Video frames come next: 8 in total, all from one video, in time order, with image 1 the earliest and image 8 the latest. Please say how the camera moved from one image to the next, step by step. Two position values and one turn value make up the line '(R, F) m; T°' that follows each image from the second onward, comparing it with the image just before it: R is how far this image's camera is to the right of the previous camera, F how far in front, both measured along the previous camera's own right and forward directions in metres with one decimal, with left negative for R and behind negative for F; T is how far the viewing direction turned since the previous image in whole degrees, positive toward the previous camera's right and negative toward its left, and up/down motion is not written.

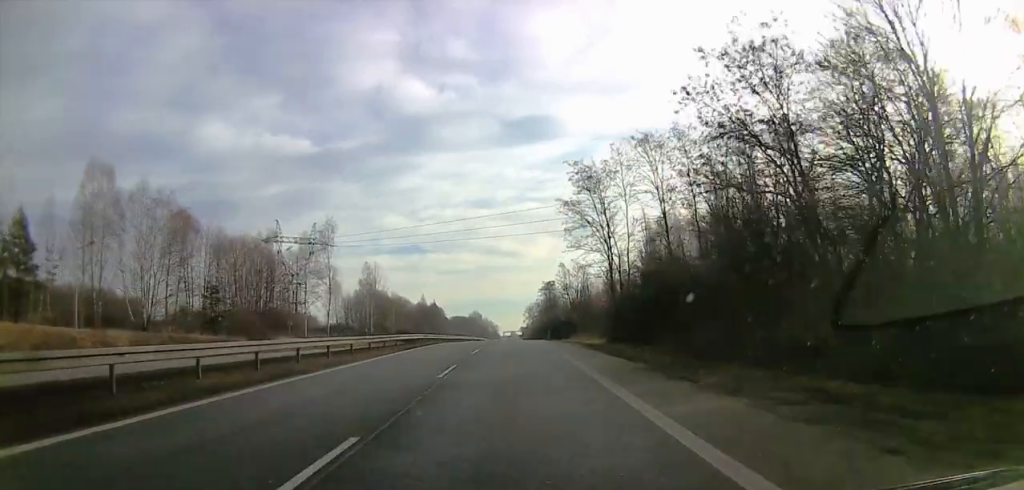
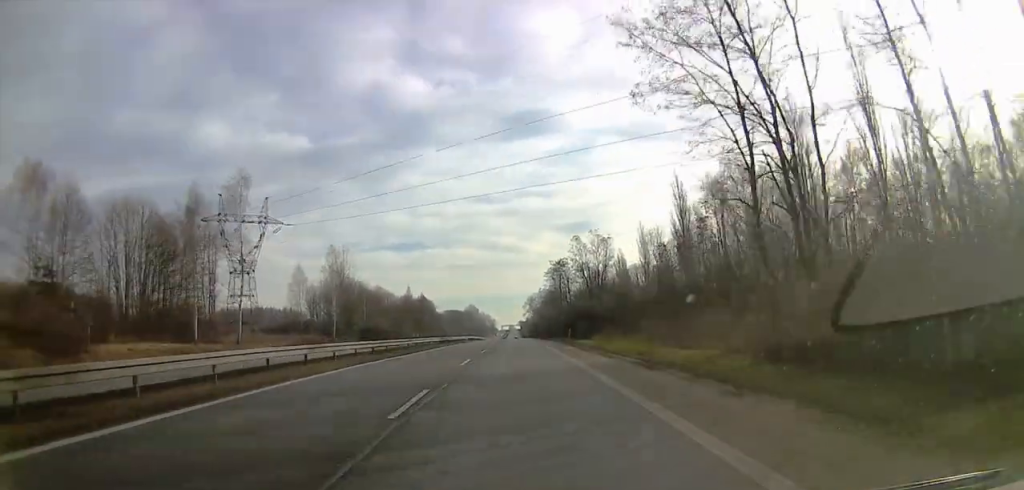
(0.0, +28.0) m; 0°
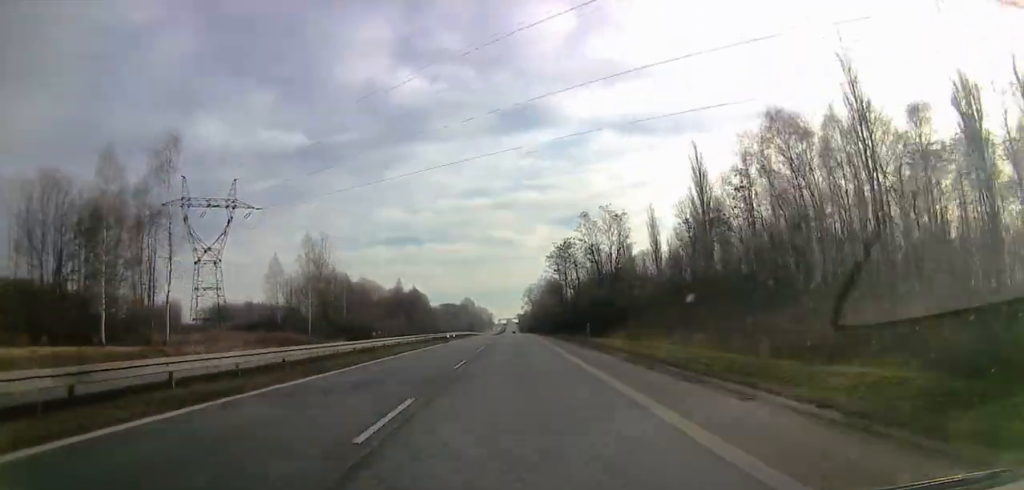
(0.0, +13.3) m; 0°
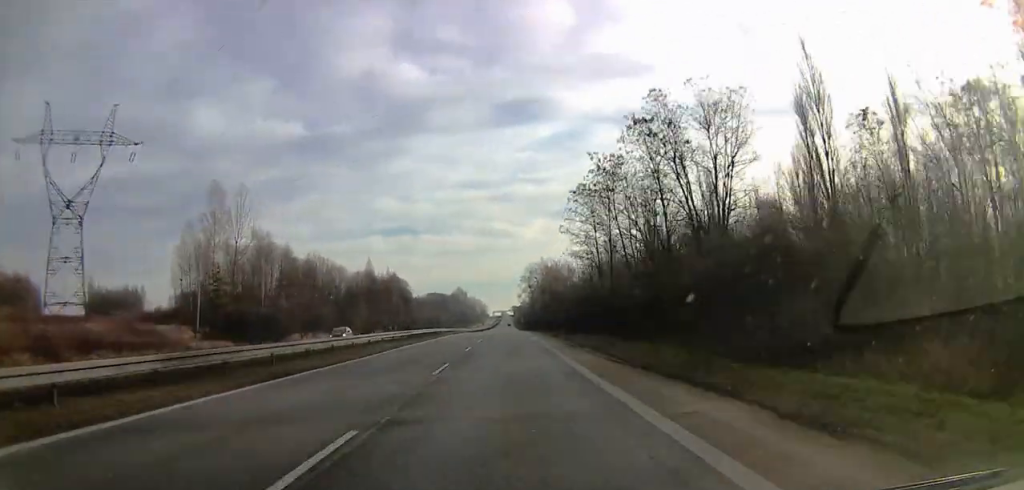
(0.0, +38.8) m; 0°
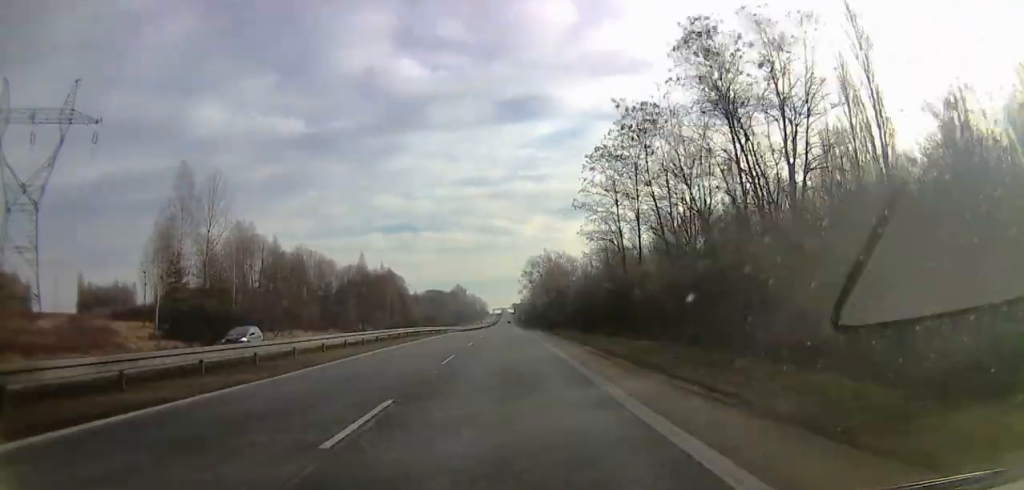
(0.0, +9.3) m; 0°
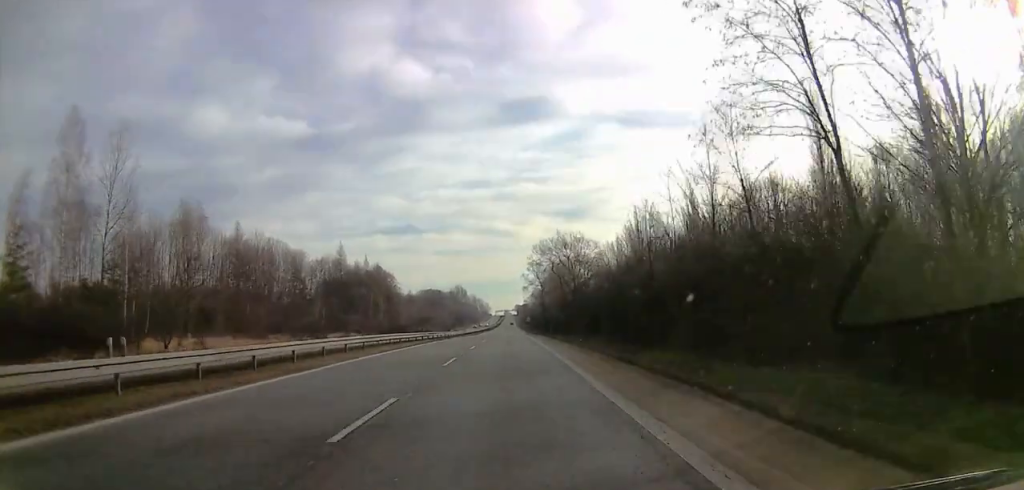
(0.0, +24.2) m; 0°
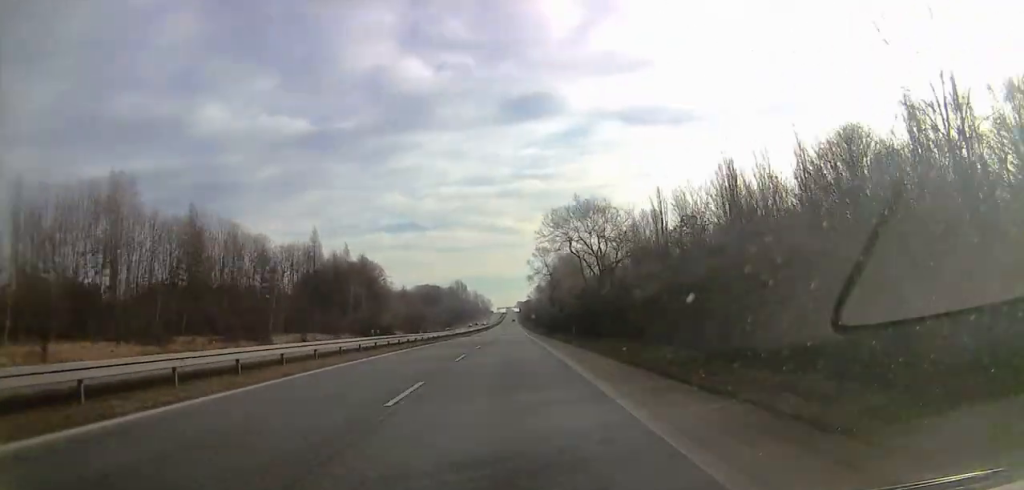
(0.0, +21.8) m; 0°
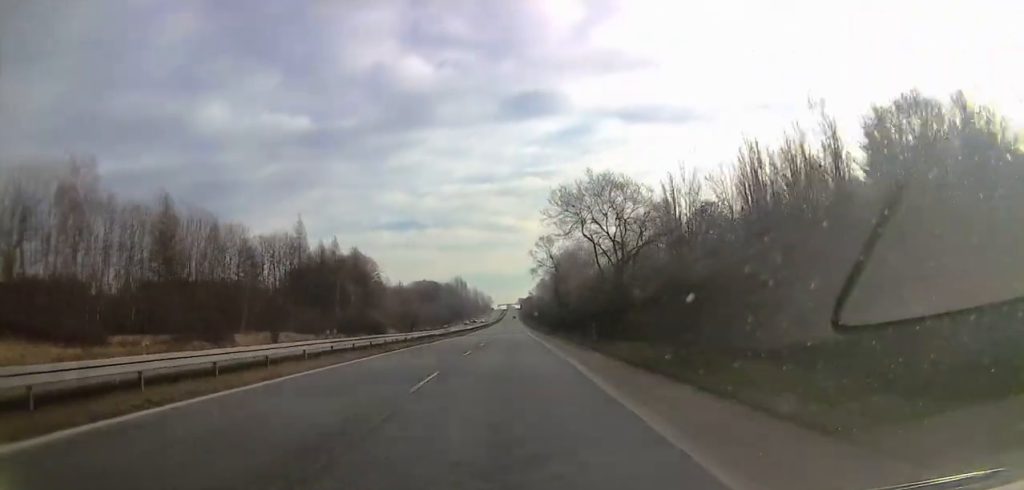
(0.0, +10.0) m; 0°
